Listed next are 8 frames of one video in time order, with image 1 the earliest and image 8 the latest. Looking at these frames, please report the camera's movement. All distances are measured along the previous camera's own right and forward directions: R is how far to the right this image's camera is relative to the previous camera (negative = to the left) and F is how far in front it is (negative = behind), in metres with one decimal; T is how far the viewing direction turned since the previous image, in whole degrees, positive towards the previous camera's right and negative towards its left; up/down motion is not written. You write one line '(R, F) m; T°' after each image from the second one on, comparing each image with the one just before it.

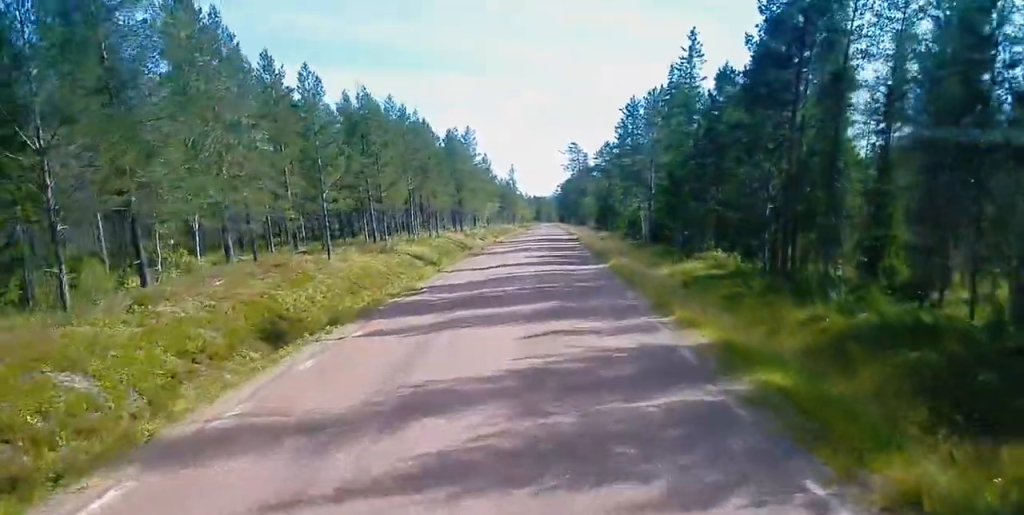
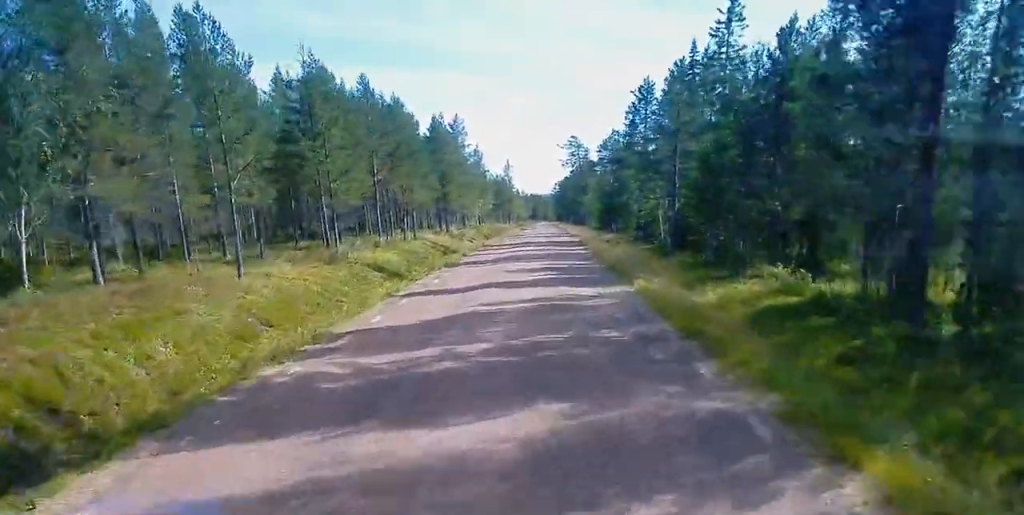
(+0.1, +10.0) m; 0°
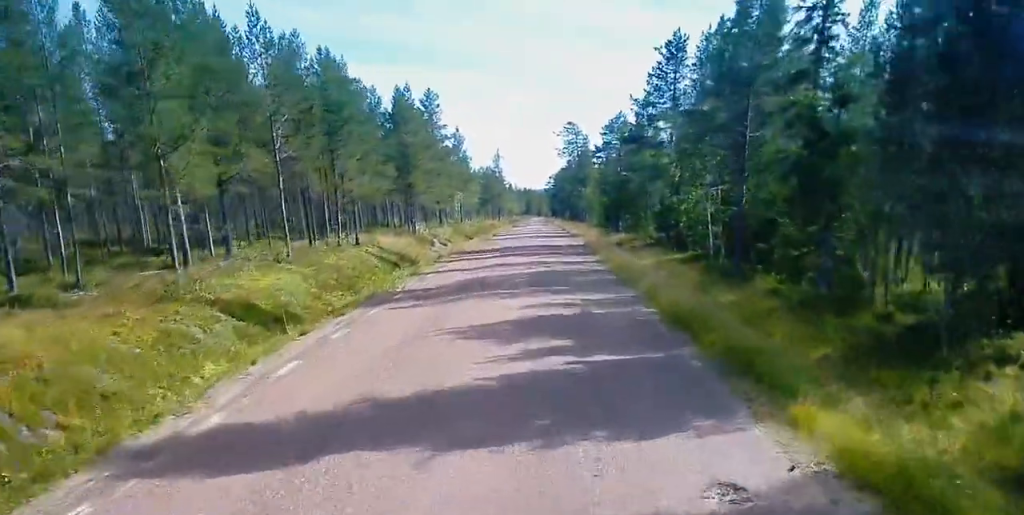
(+0.1, +15.1) m; 0°
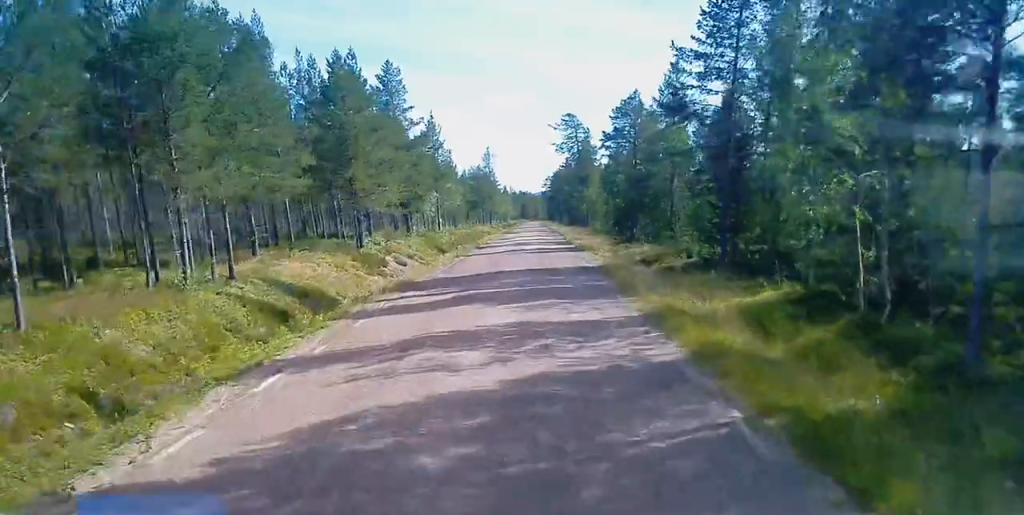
(0.0, +15.6) m; 0°
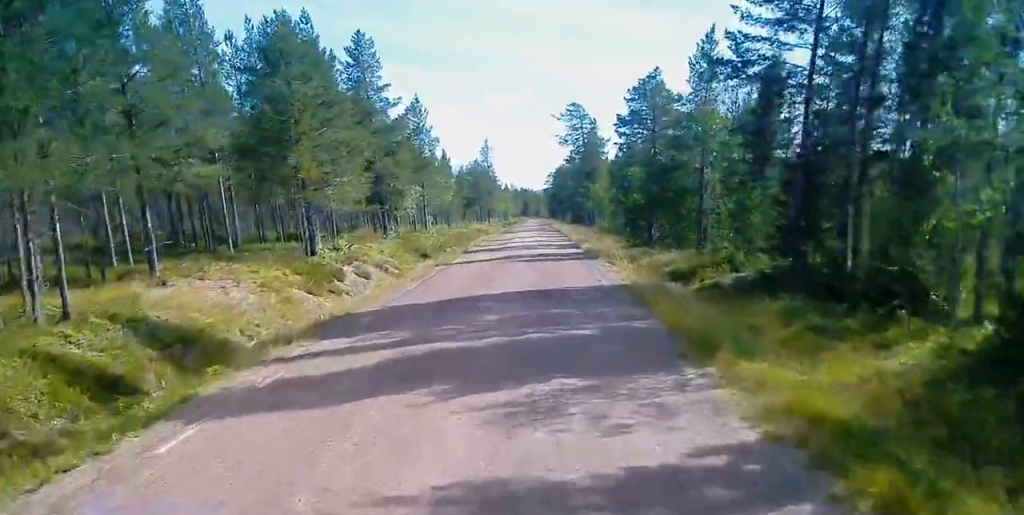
(0.0, +8.7) m; 0°
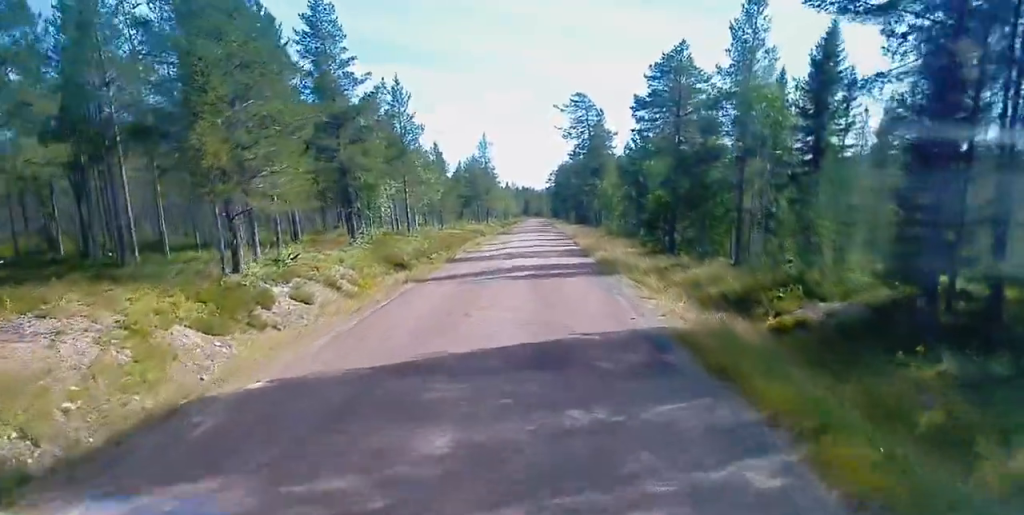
(0.0, +8.3) m; 0°
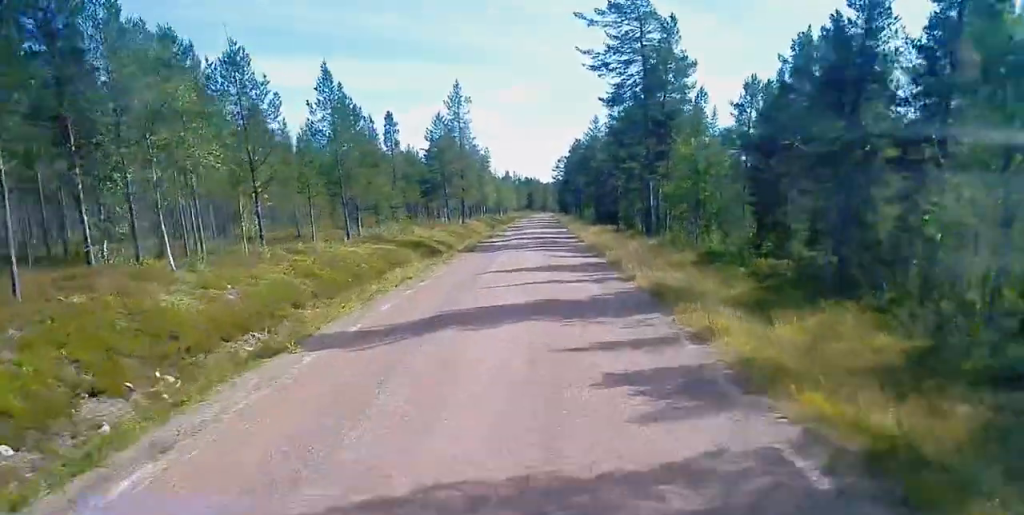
(-0.6, +43.4) m; -1°
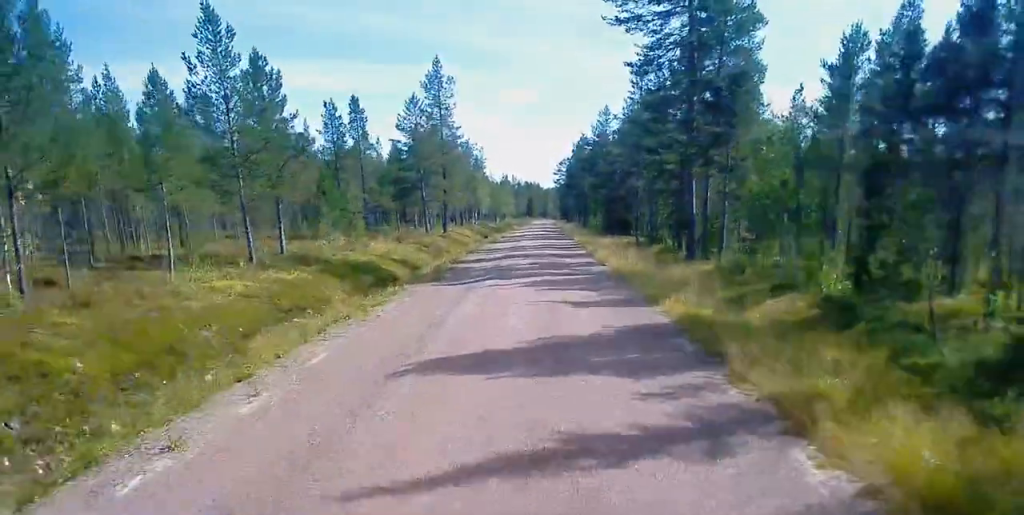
(0.0, +14.4) m; 0°
